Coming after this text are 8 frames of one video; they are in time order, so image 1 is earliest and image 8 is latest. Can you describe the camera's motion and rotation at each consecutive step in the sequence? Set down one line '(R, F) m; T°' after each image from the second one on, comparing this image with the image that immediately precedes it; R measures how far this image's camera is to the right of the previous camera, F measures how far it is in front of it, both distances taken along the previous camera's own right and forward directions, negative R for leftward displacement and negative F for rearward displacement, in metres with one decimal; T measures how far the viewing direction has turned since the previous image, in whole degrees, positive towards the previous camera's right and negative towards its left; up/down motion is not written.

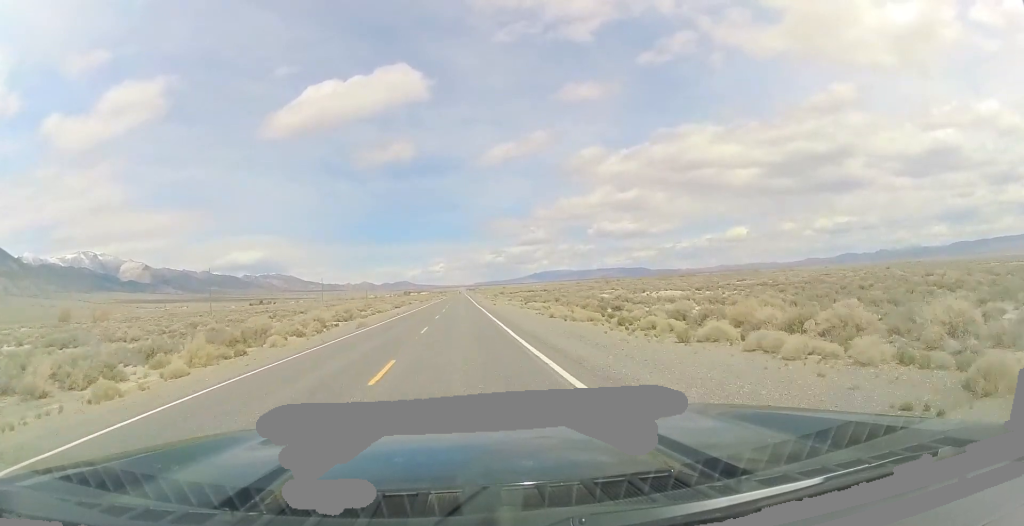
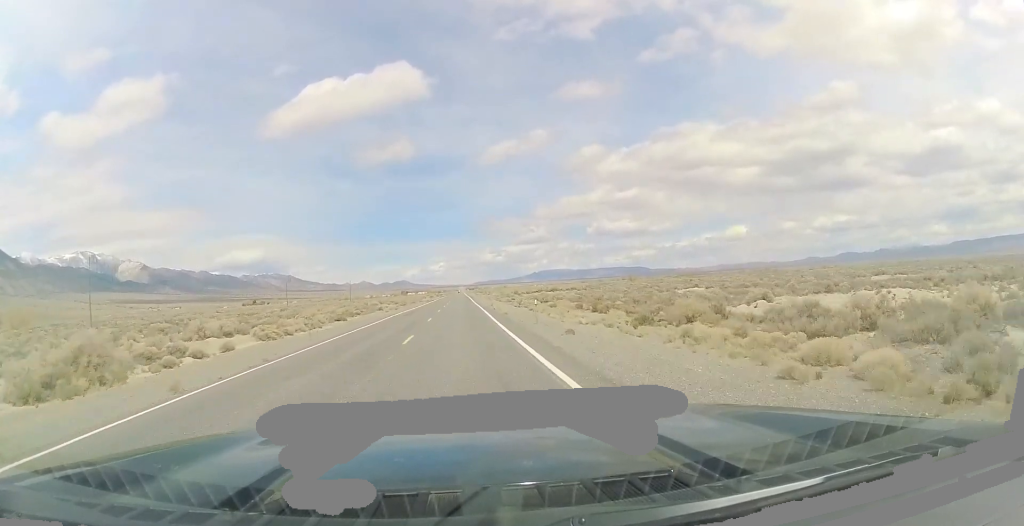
(-0.7, +46.9) m; -1°
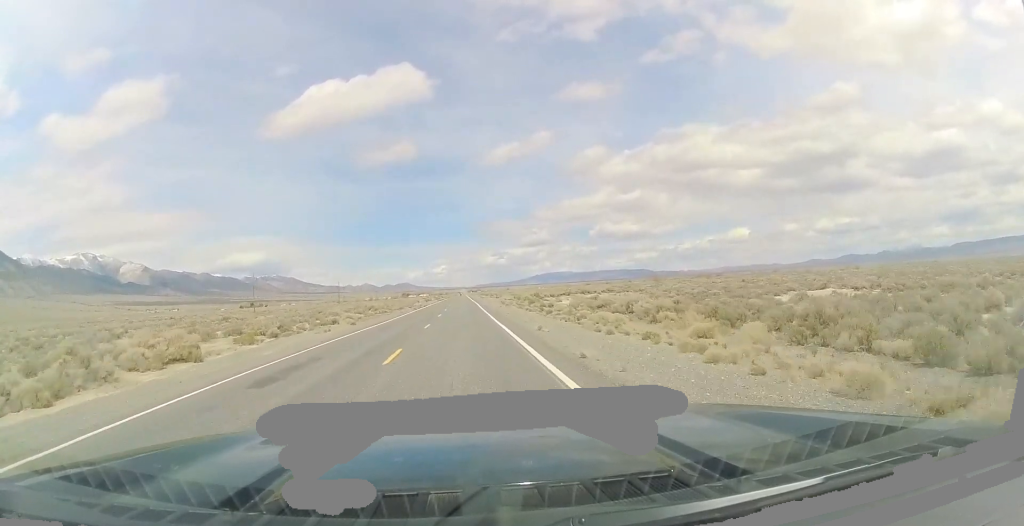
(-0.1, +32.3) m; 0°
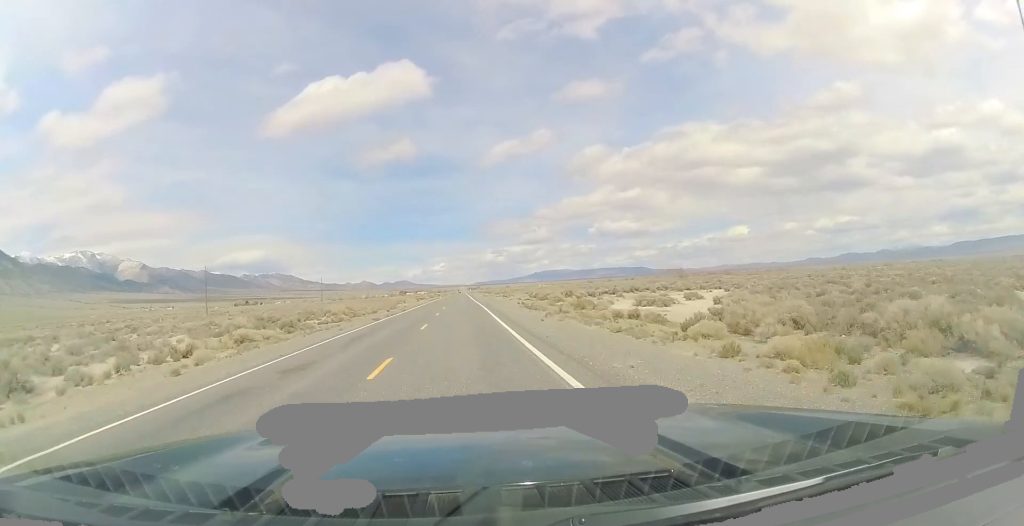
(+0.1, +29.9) m; +1°
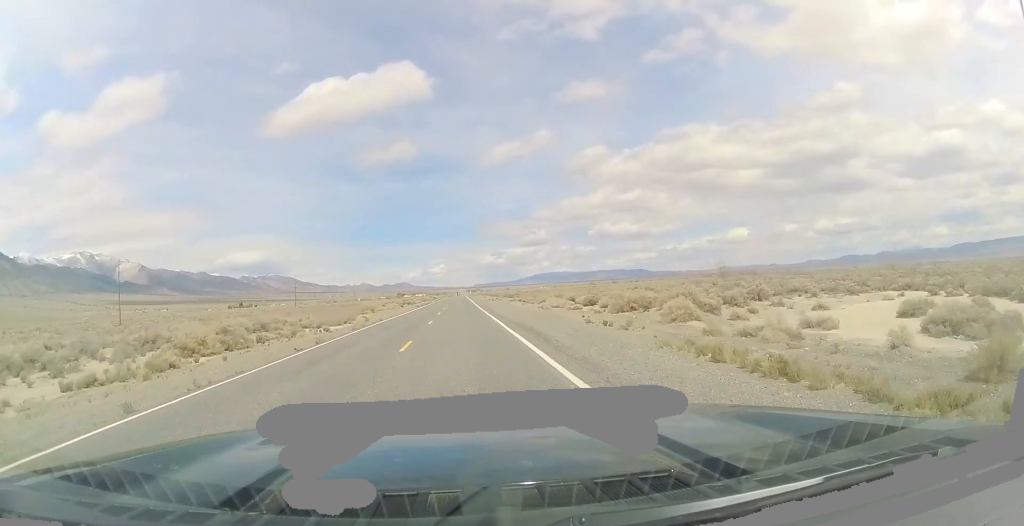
(+0.2, +35.7) m; 0°
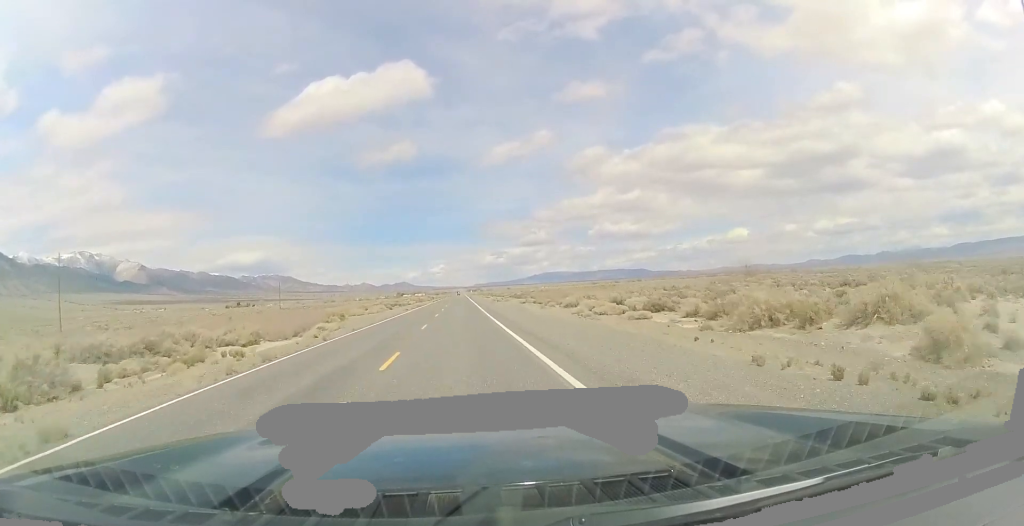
(-0.1, +17.3) m; 0°
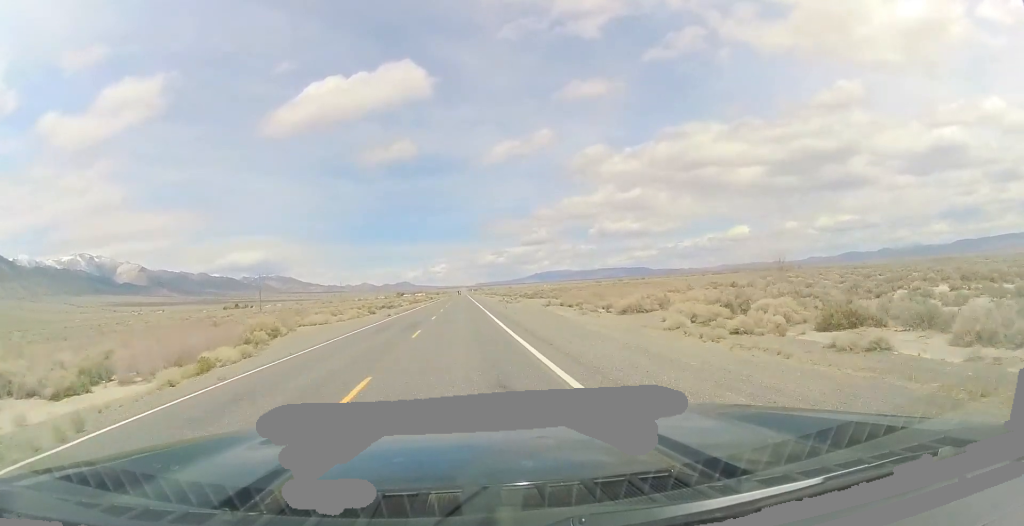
(0.0, +18.5) m; 0°
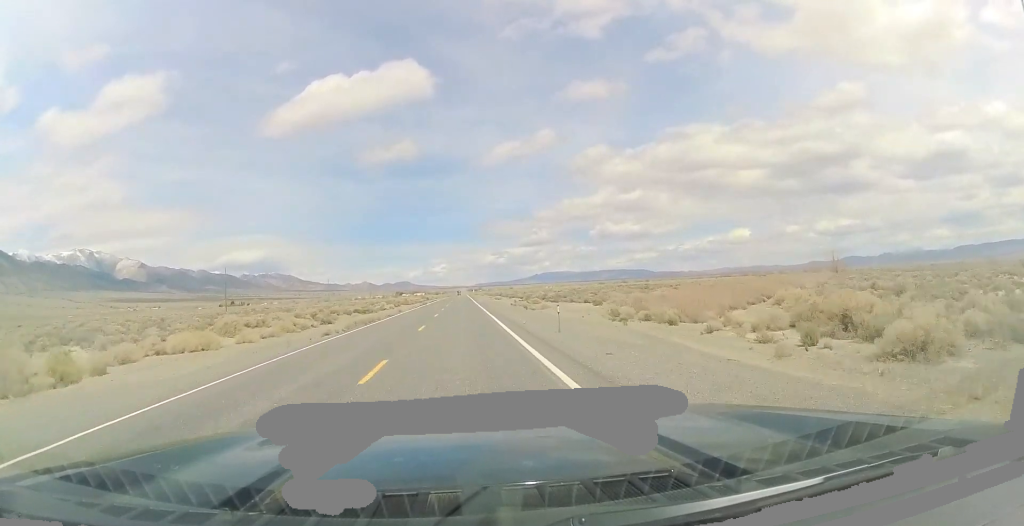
(+0.2, +24.3) m; 0°
